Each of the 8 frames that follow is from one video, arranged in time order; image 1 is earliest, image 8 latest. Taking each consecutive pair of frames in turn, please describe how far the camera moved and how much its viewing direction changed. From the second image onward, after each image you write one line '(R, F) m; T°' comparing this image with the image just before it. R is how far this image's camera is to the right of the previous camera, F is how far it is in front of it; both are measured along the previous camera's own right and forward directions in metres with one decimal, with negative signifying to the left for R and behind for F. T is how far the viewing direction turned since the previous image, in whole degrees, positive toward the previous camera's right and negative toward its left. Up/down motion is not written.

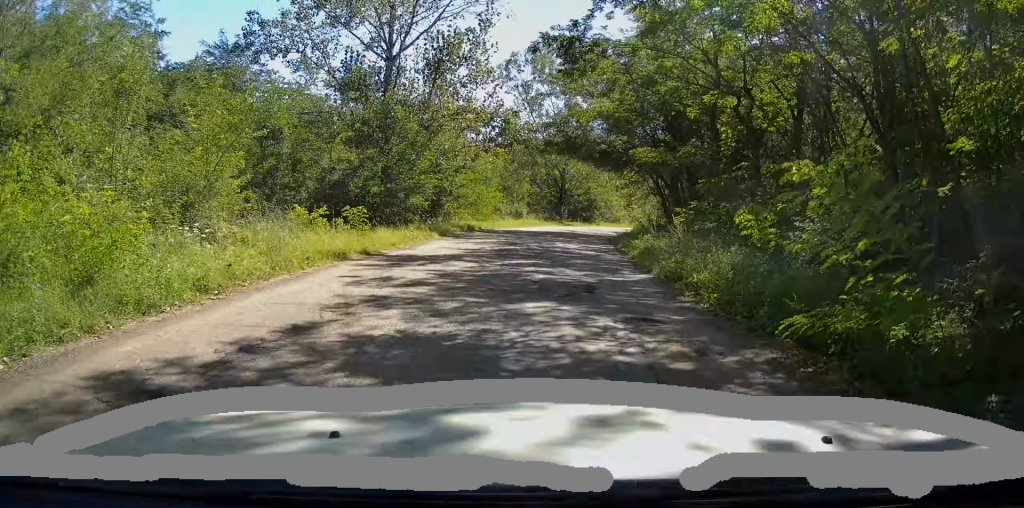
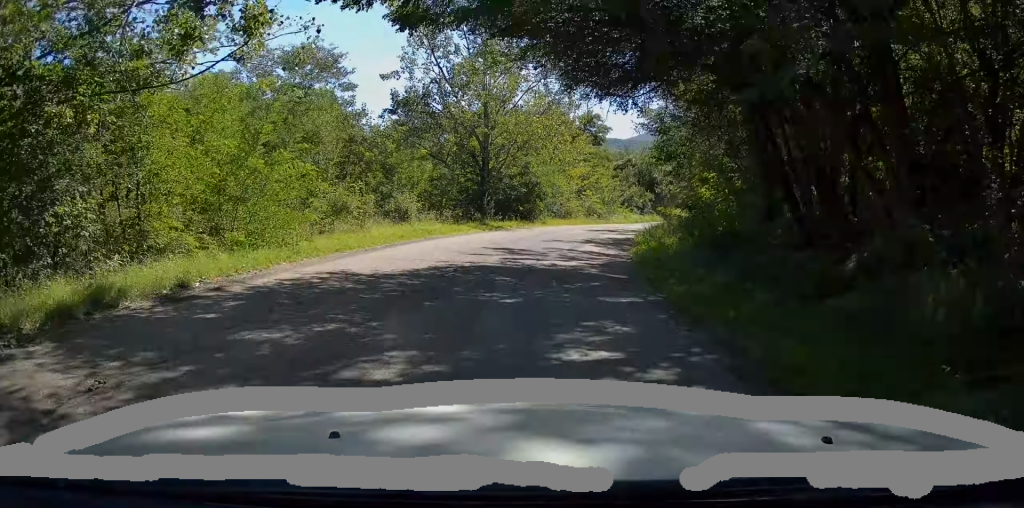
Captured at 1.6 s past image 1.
(+1.0, +22.3) m; +6°
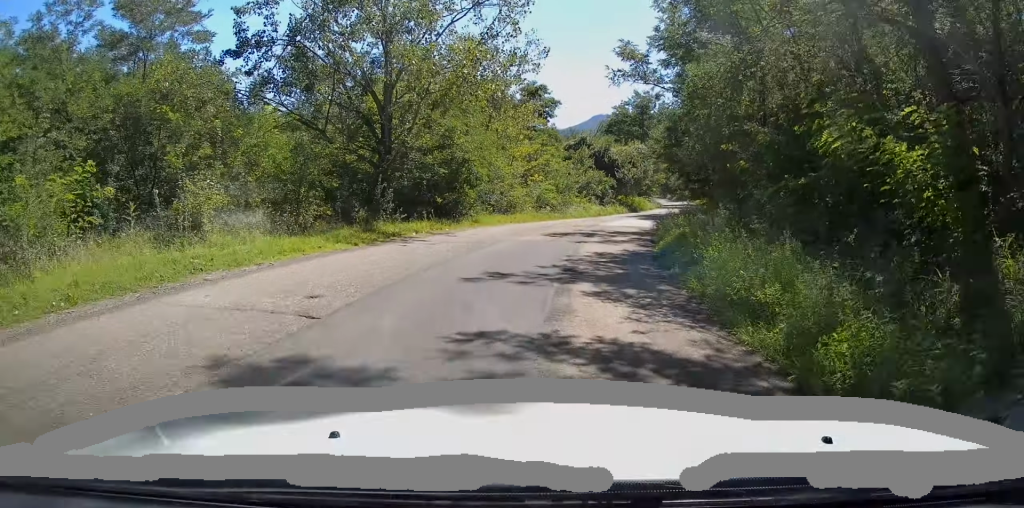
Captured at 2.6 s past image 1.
(+0.4, +12.7) m; +6°
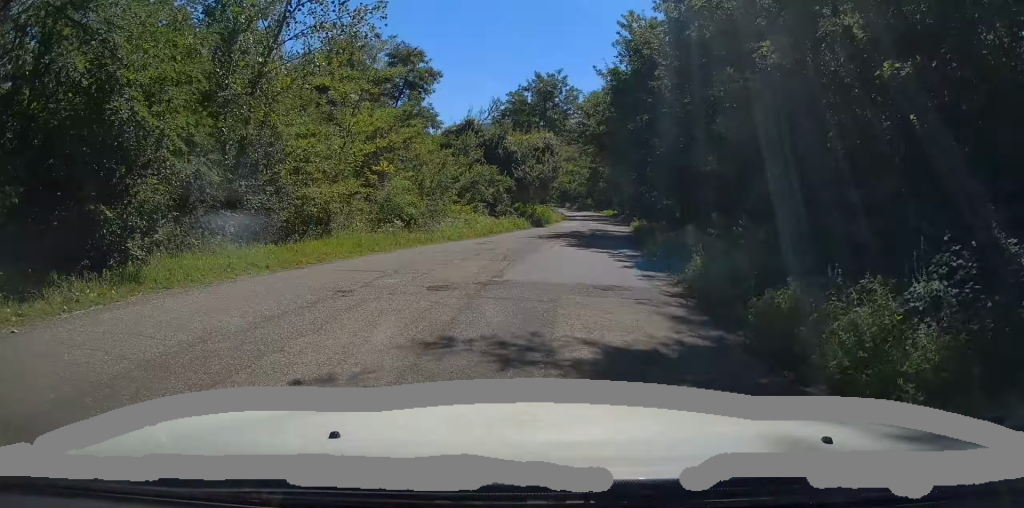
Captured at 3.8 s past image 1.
(+1.5, +16.7) m; +9°
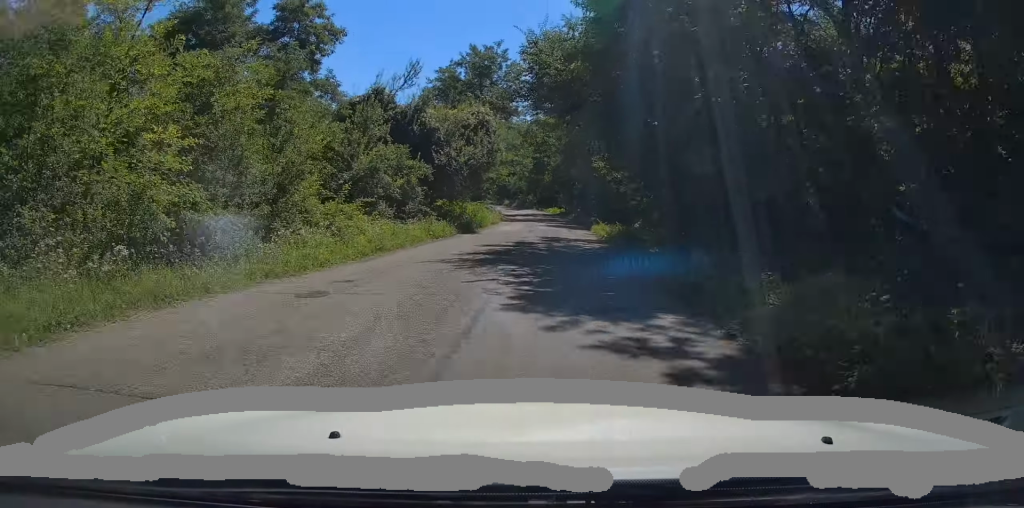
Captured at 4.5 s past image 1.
(+0.5, +11.0) m; +6°
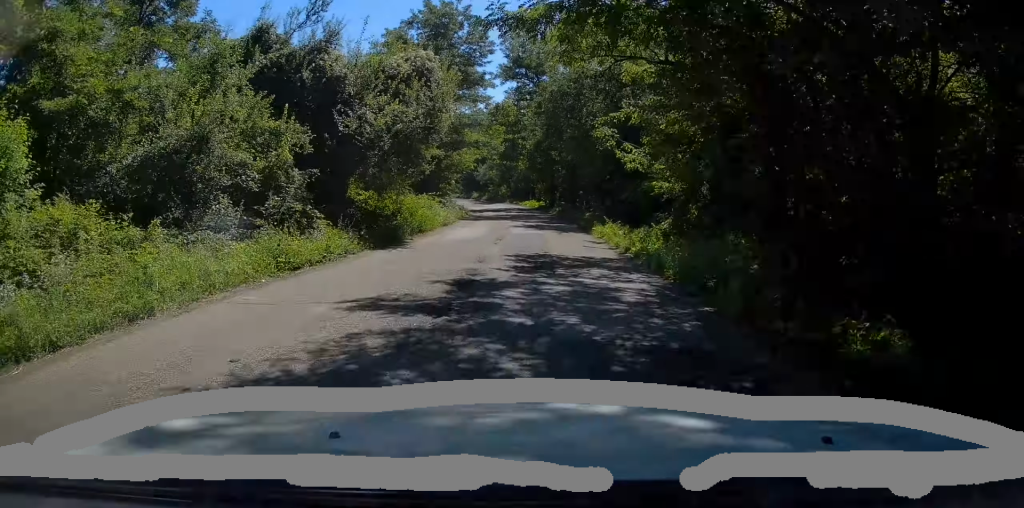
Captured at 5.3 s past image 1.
(+0.6, +11.6) m; +4°
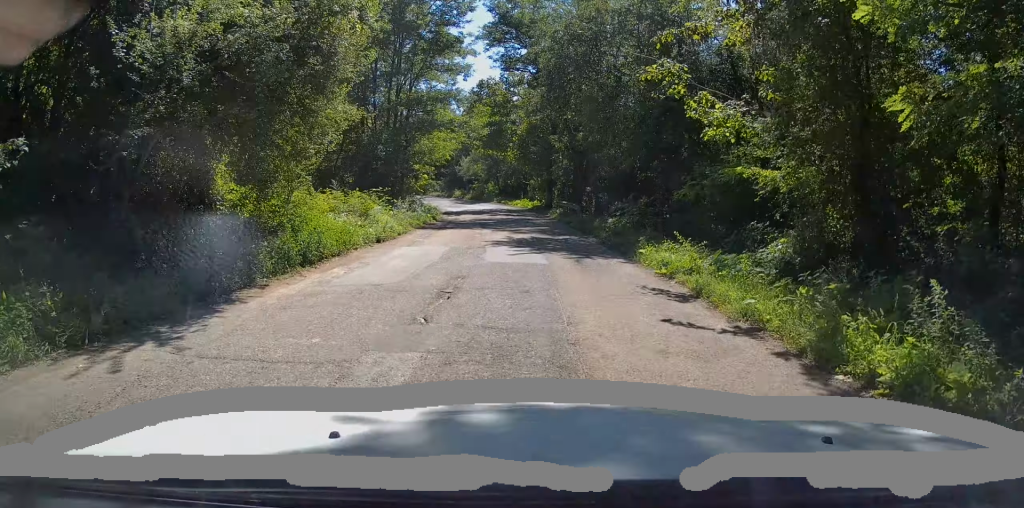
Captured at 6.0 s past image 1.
(+0.3, +10.2) m; +1°
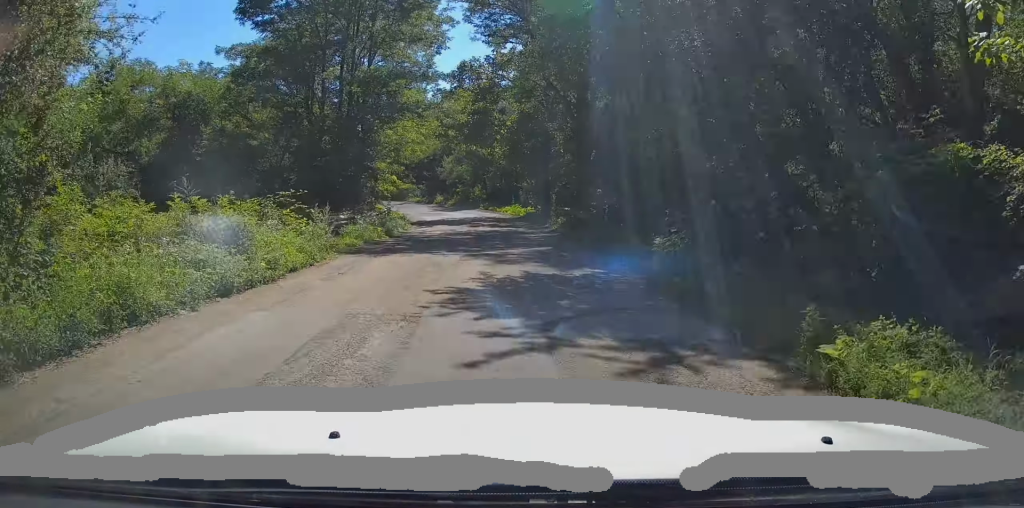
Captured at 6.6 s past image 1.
(+0.1, +7.7) m; 0°
